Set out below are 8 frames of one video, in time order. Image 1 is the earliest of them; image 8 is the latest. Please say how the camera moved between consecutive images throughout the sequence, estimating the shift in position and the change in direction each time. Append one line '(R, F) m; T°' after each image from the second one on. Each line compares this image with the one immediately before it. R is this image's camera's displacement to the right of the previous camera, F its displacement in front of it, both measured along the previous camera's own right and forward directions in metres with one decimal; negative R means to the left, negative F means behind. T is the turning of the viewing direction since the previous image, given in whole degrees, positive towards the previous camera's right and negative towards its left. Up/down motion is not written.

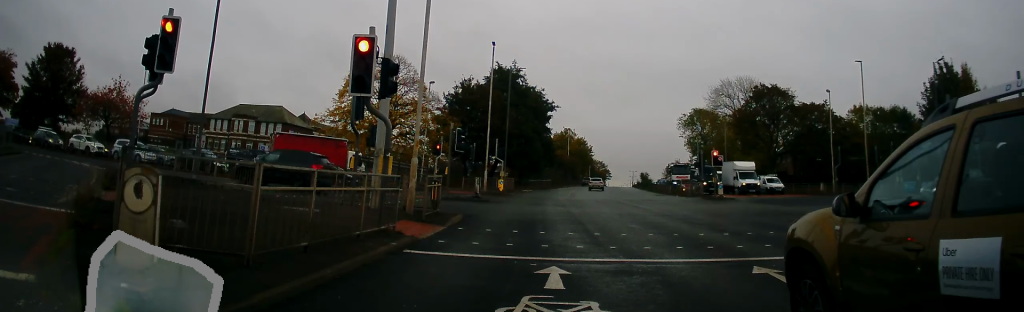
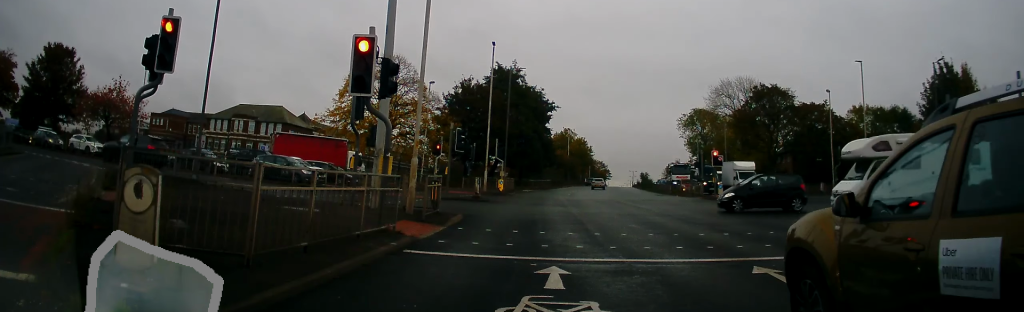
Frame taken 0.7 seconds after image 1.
(0.0, 0.0) m; 0°
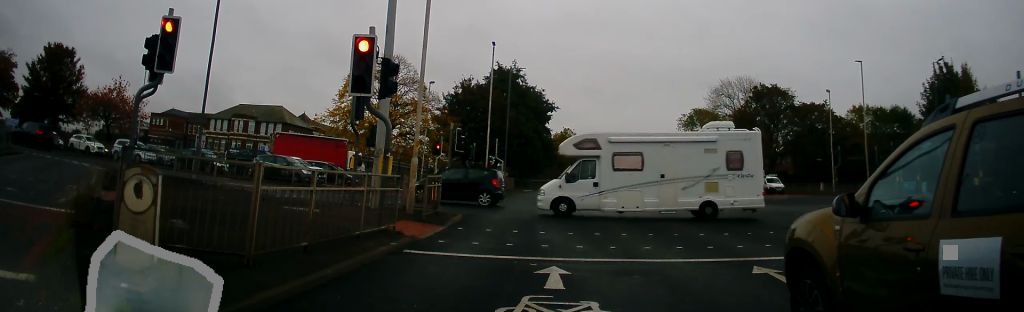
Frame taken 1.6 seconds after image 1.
(0.0, 0.0) m; 0°
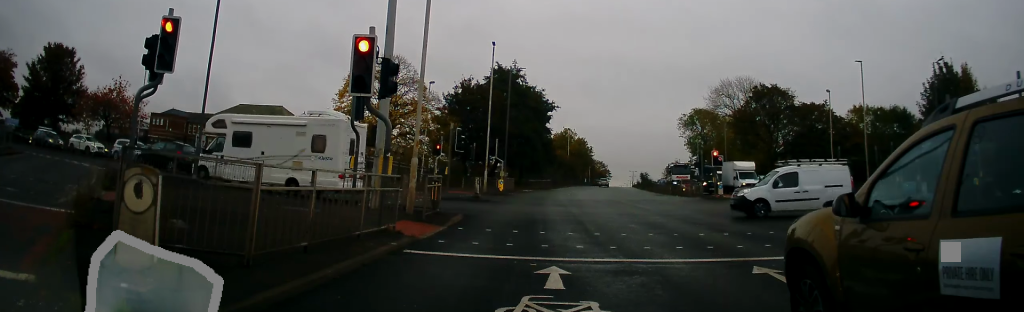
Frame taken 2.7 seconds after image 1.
(0.0, 0.0) m; 0°
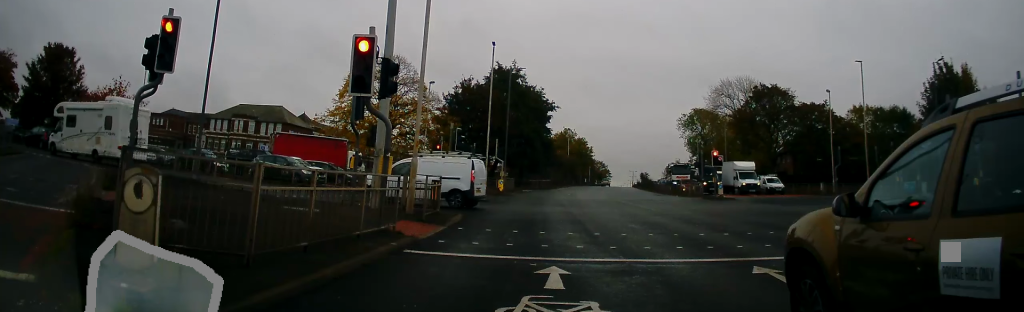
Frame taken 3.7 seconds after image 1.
(0.0, 0.0) m; 0°
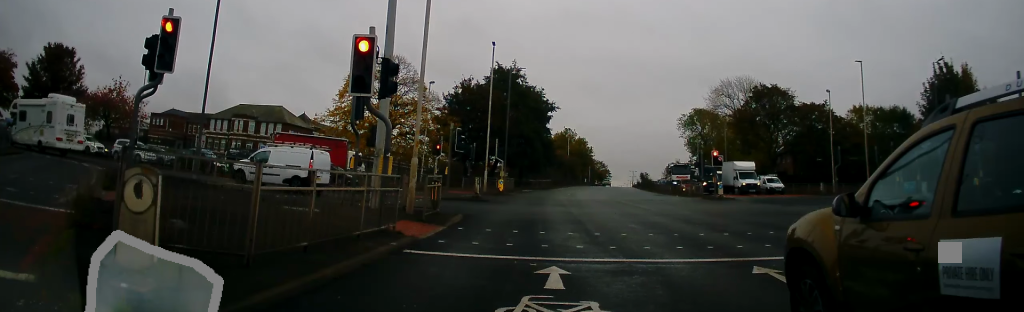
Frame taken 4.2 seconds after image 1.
(0.0, 0.0) m; 0°
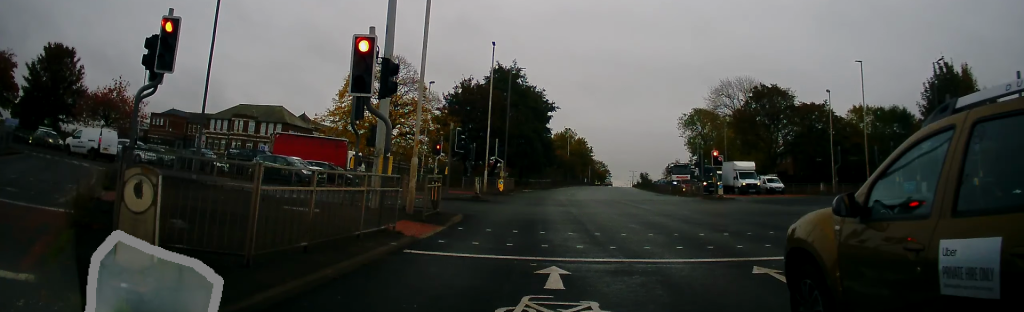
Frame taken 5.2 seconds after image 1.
(0.0, 0.0) m; 0°
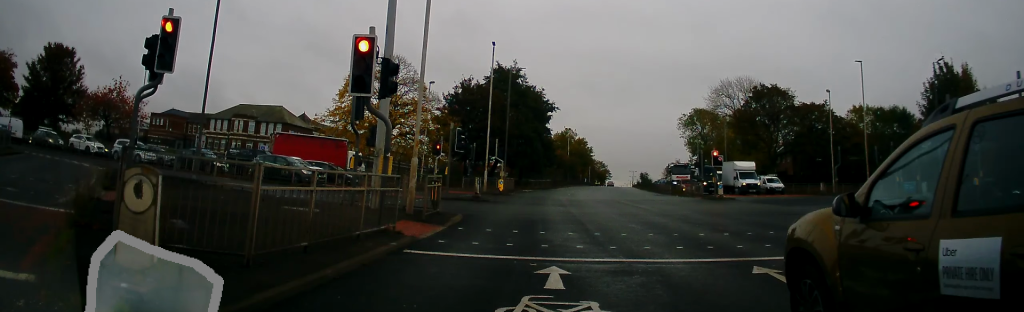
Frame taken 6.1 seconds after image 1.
(0.0, 0.0) m; 0°
